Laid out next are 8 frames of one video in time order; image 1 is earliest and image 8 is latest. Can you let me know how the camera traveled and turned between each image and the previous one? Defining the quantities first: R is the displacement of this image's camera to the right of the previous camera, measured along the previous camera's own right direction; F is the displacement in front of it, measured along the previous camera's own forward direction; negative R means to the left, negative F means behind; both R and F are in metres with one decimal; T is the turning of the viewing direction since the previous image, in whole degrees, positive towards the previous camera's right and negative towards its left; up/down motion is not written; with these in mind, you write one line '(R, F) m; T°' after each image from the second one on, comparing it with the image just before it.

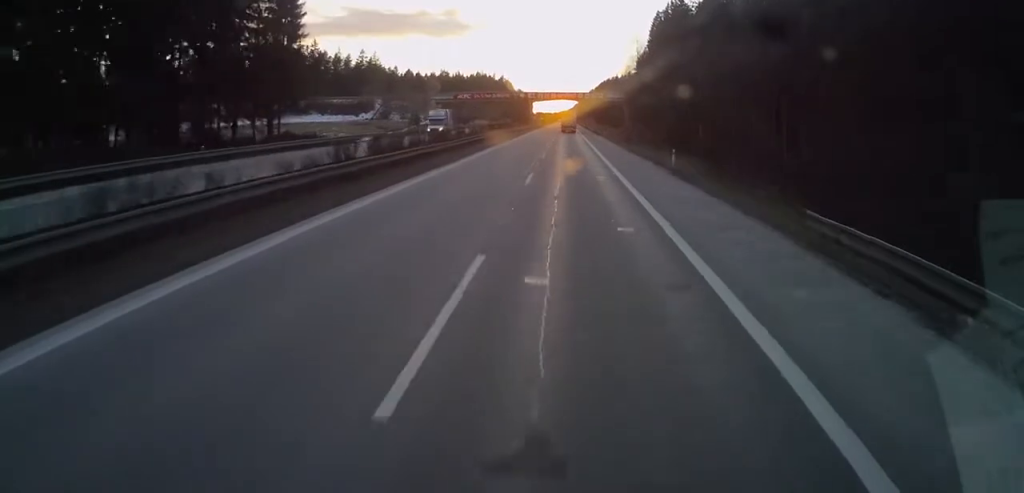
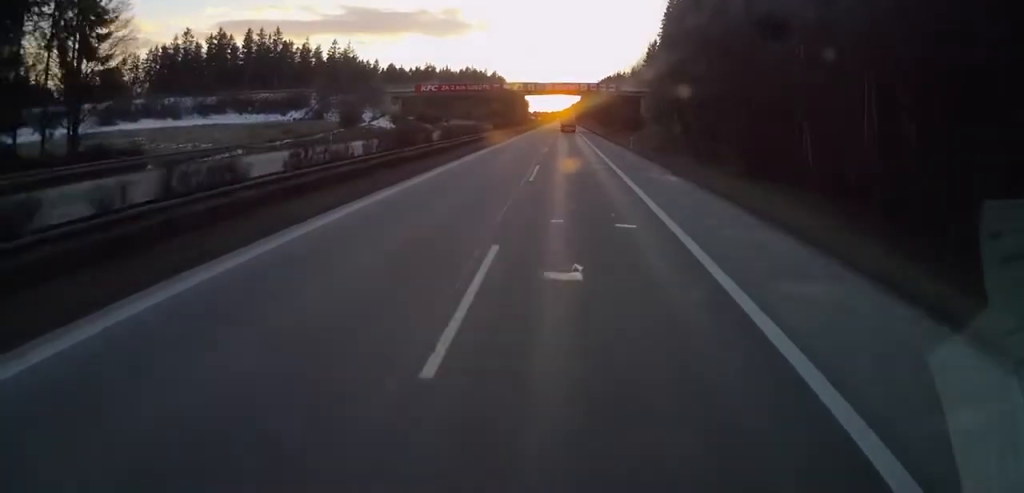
(0.0, +34.6) m; 0°
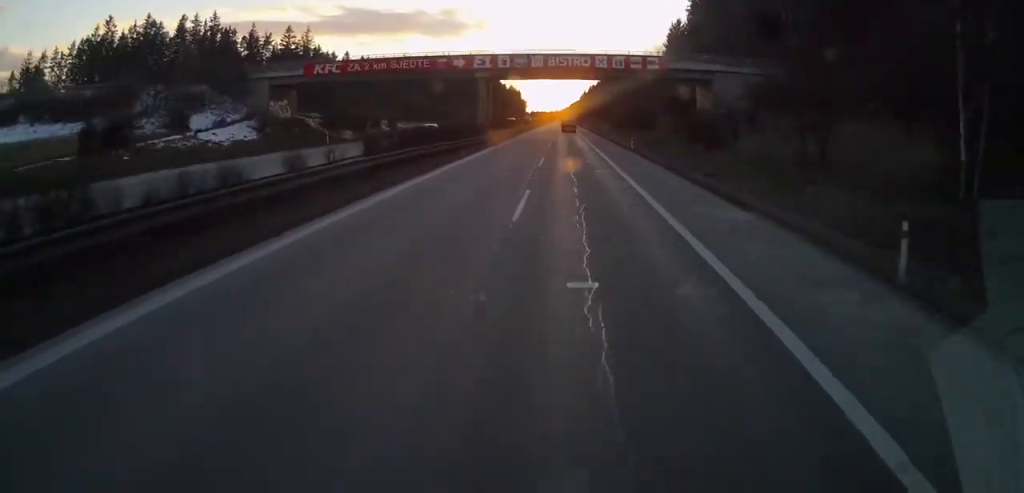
(0.0, +45.7) m; 0°
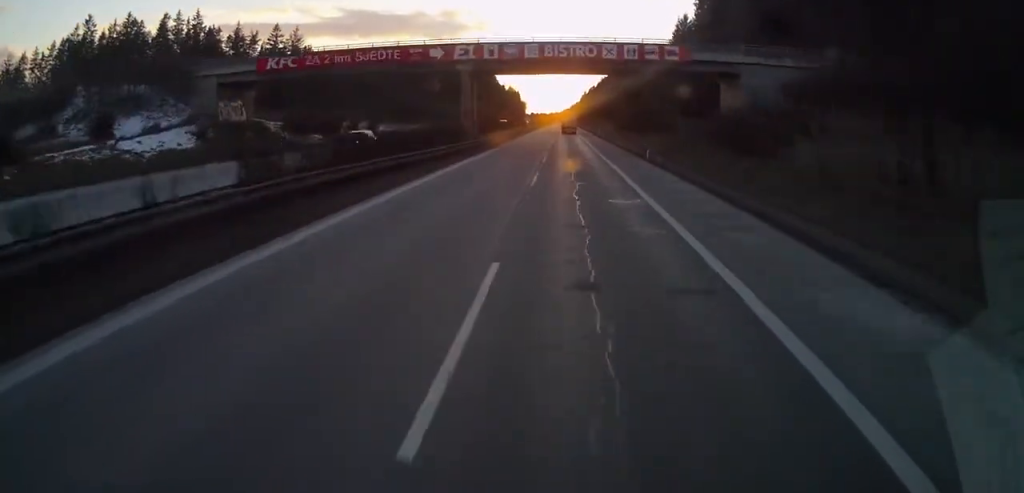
(0.0, +10.1) m; 0°
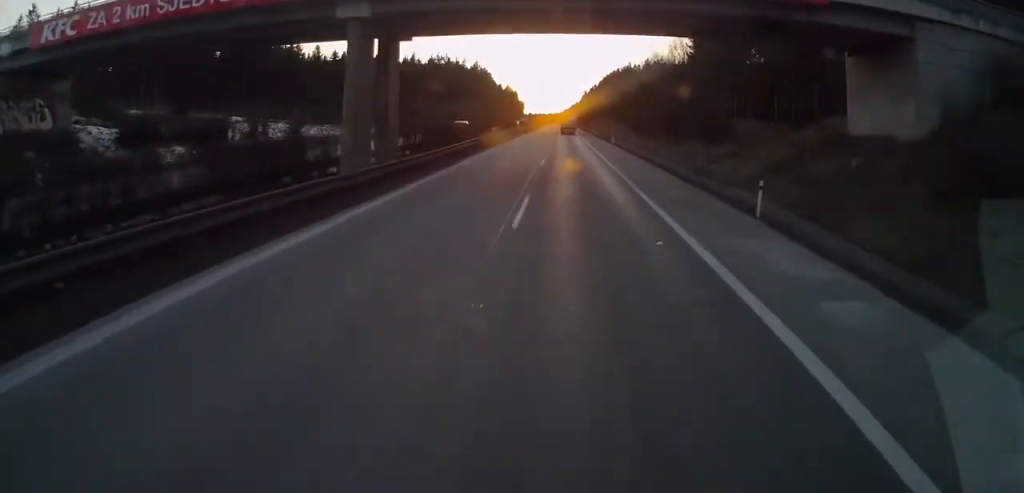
(0.0, +25.7) m; 0°
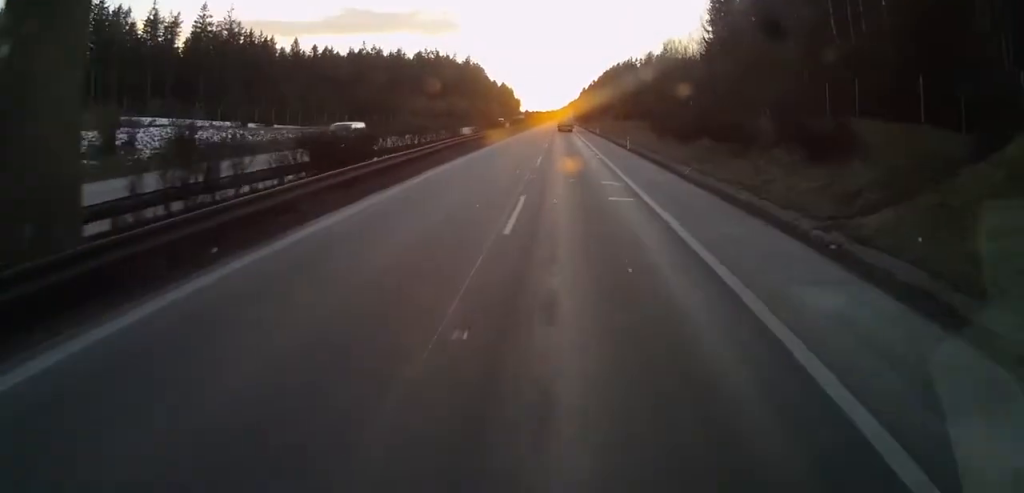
(0.0, +19.4) m; 0°
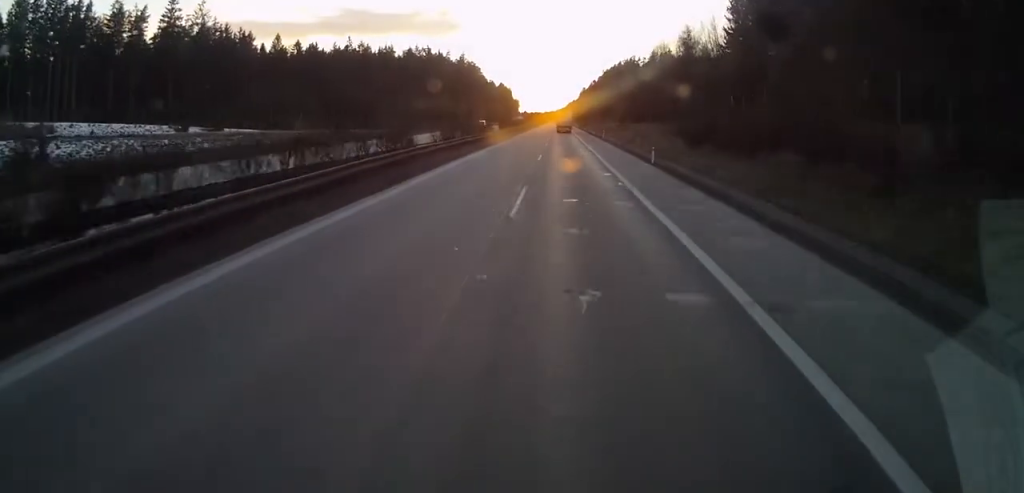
(0.0, +15.5) m; 0°
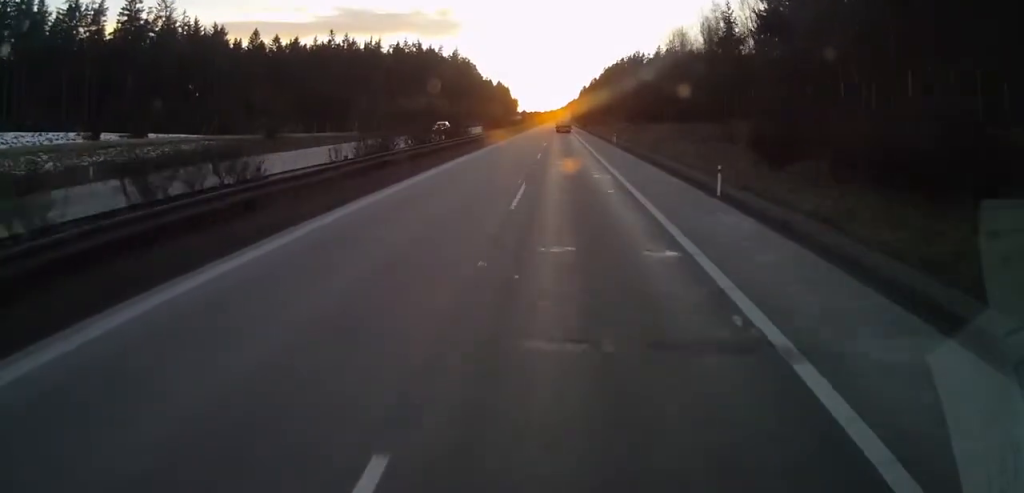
(0.0, +16.8) m; 0°
